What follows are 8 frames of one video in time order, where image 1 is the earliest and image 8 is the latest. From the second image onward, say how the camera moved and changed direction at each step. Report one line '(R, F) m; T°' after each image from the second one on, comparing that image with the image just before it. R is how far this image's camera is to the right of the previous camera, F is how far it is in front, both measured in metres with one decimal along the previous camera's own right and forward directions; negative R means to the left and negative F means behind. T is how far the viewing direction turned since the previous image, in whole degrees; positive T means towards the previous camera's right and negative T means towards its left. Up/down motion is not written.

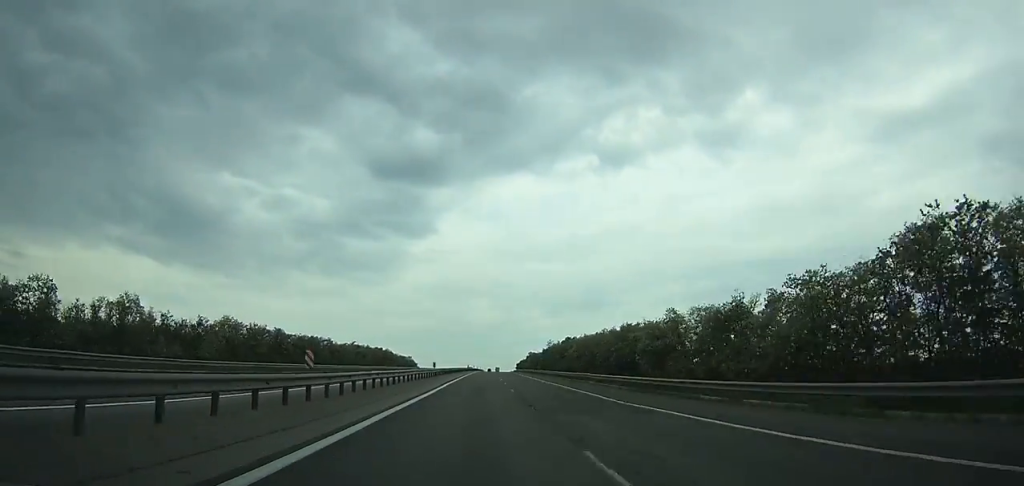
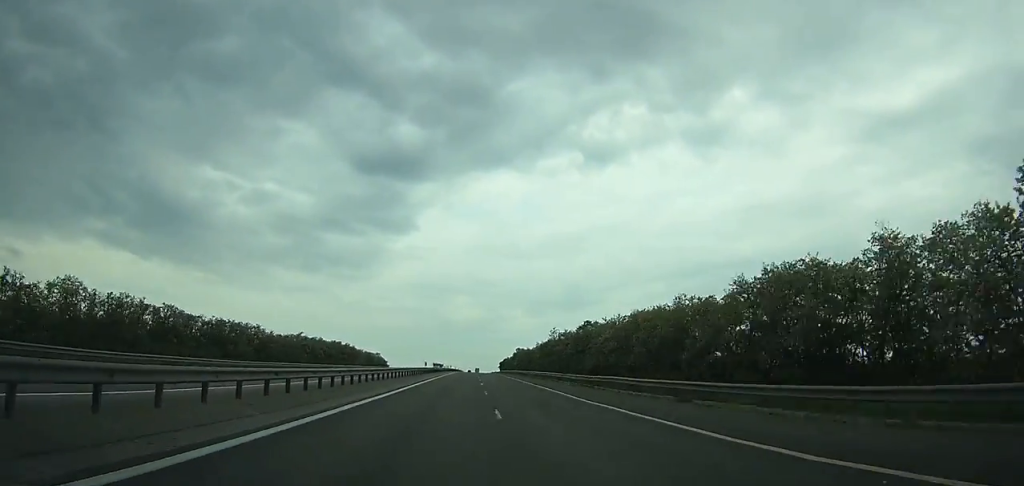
(+0.5, +63.3) m; +1°
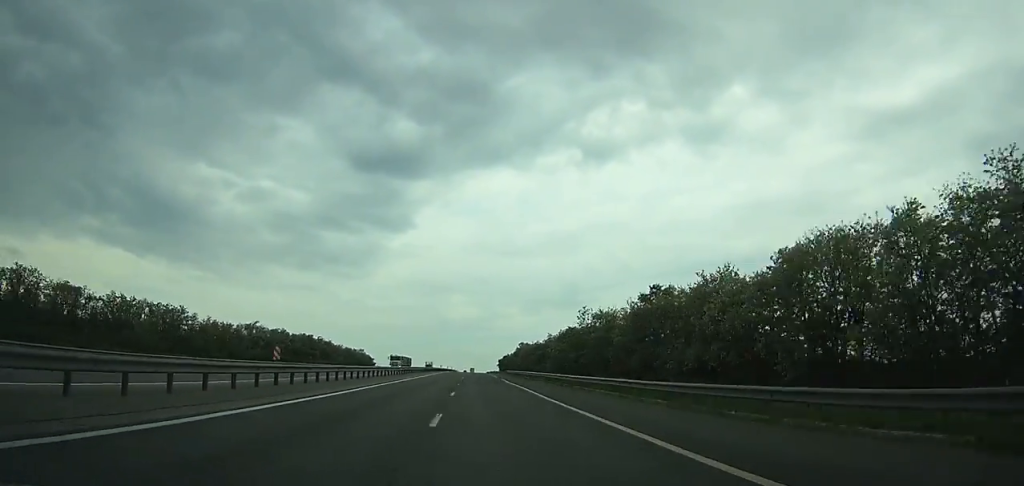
(+0.6, +50.0) m; +1°
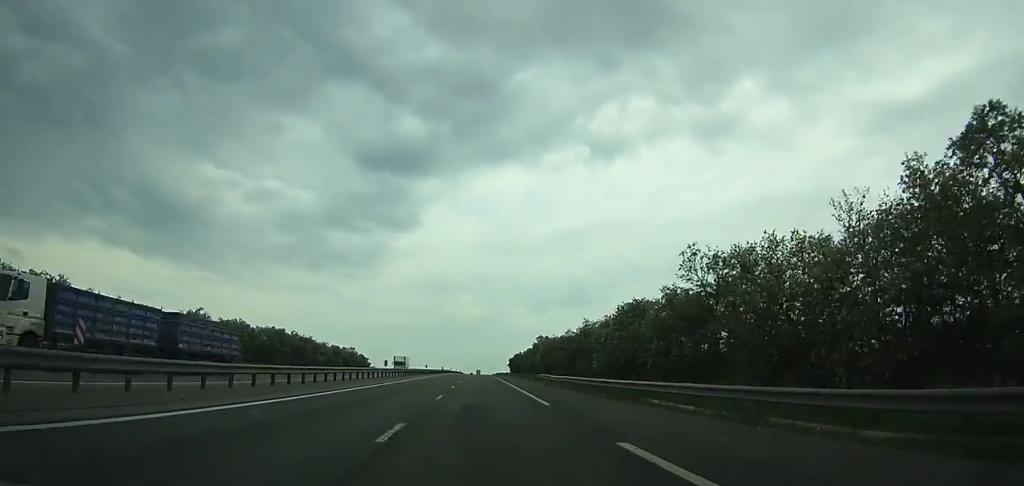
(+0.3, +51.9) m; 0°
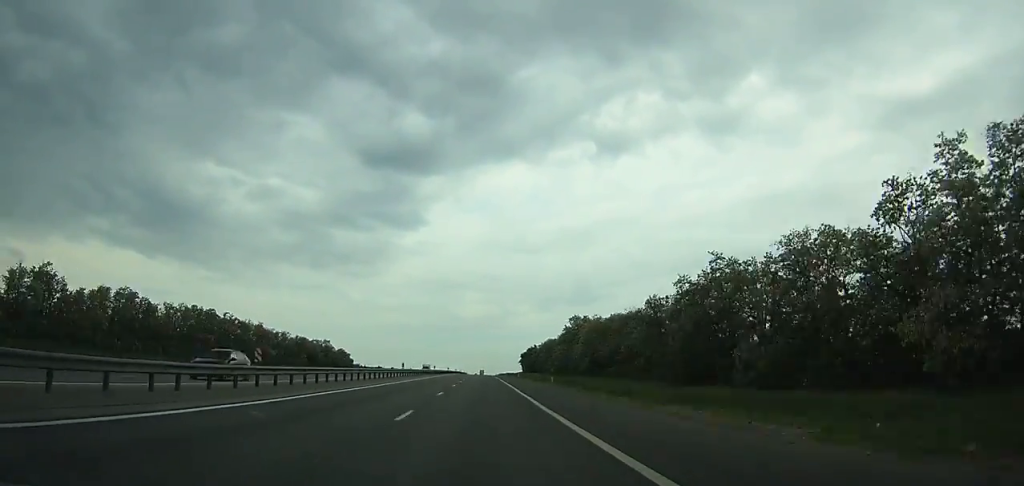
(-0.2, +68.5) m; 0°
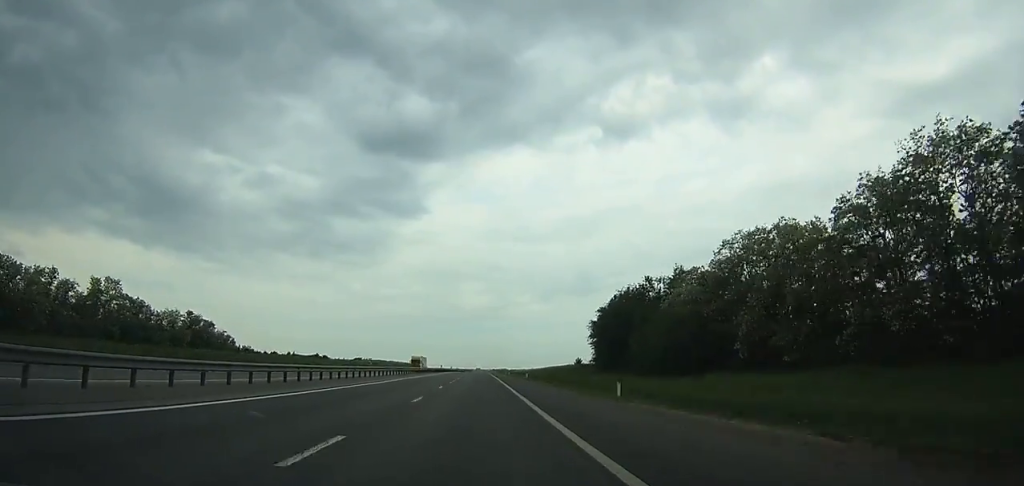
(-0.4, +175.7) m; 0°
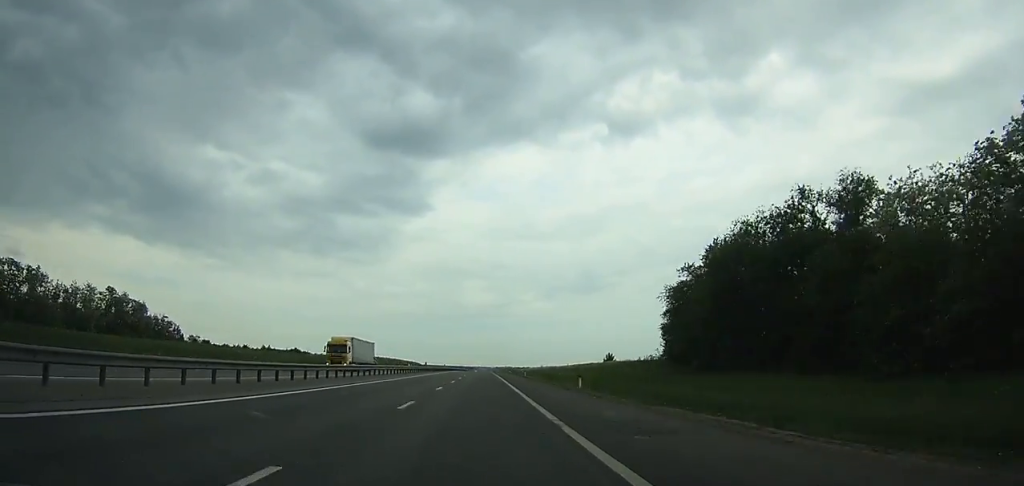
(+0.1, +38.5) m; 0°
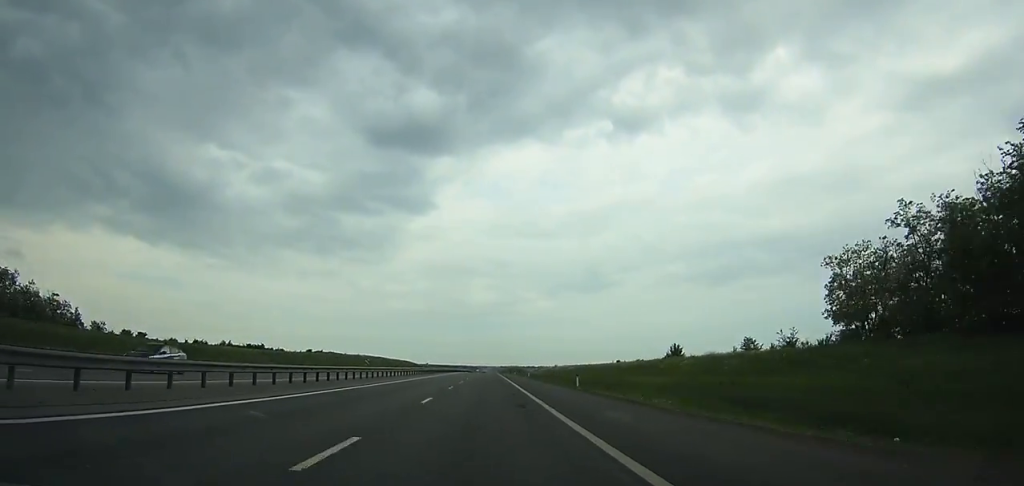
(-0.4, +45.8) m; 0°
